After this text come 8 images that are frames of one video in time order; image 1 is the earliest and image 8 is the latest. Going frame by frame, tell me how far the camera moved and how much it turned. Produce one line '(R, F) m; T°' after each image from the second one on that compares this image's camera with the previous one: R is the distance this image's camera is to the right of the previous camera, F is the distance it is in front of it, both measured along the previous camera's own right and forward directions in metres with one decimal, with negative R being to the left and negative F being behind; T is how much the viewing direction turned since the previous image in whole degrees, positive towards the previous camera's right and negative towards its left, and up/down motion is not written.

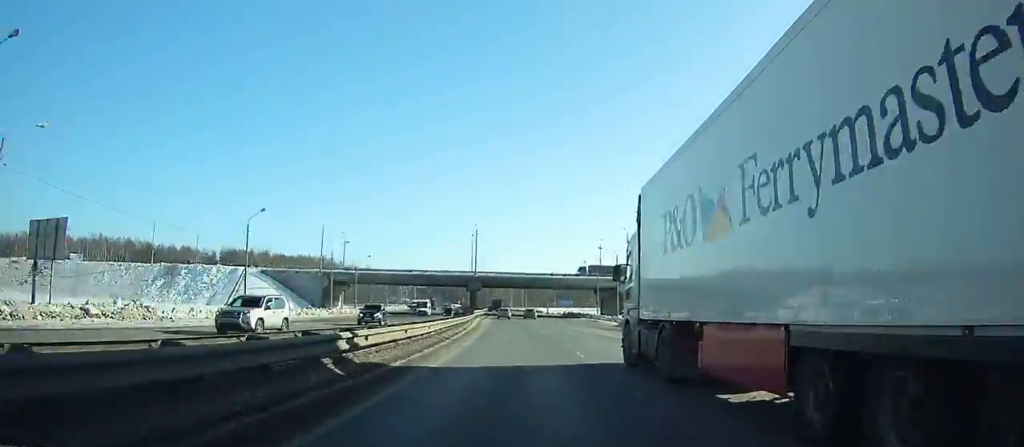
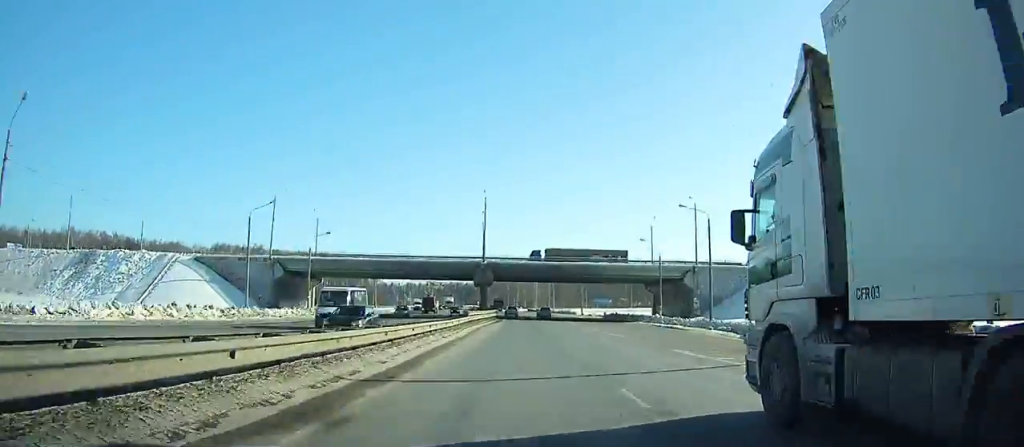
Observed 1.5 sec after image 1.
(-0.7, +33.0) m; -2°
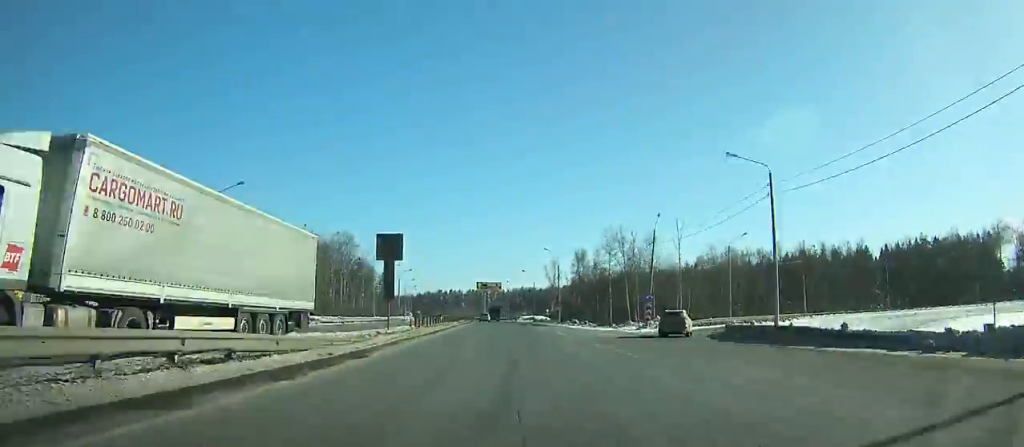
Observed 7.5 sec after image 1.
(-8.4, +132.7) m; -8°
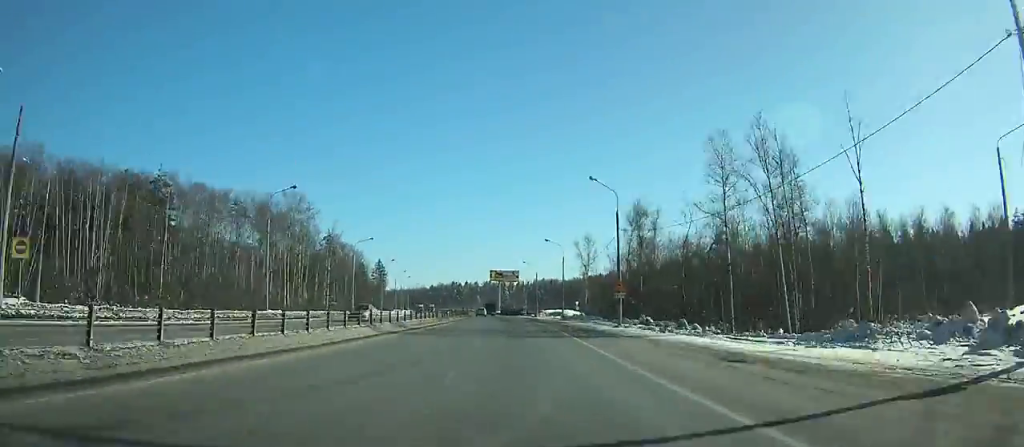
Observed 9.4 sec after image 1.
(-0.8, +41.7) m; -3°
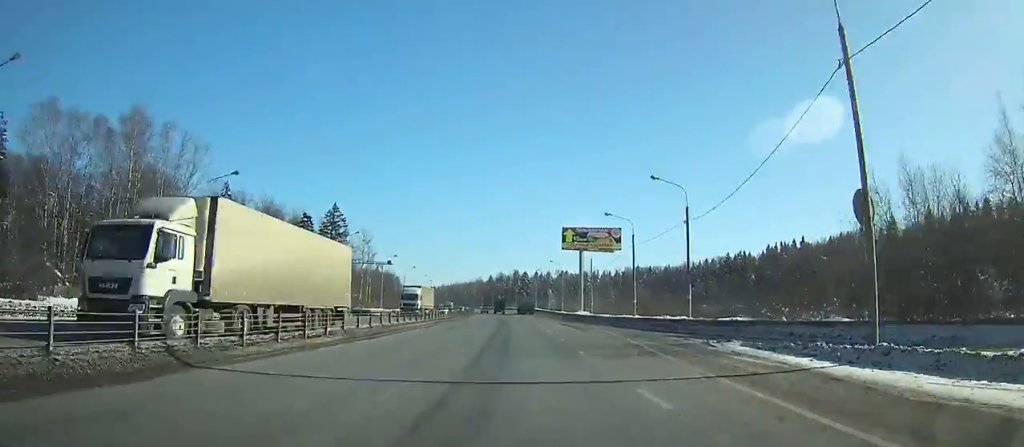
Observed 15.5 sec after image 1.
(-8.3, +126.8) m; -7°
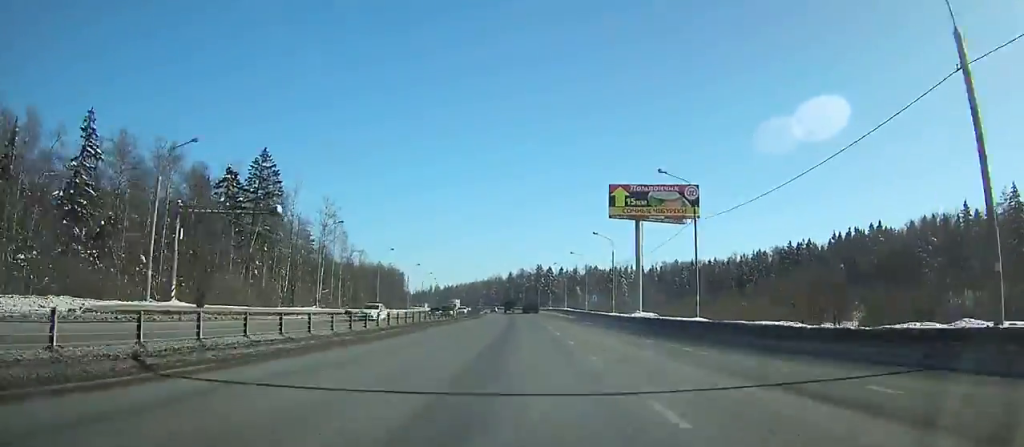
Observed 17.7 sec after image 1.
(-1.1, +43.5) m; -2°
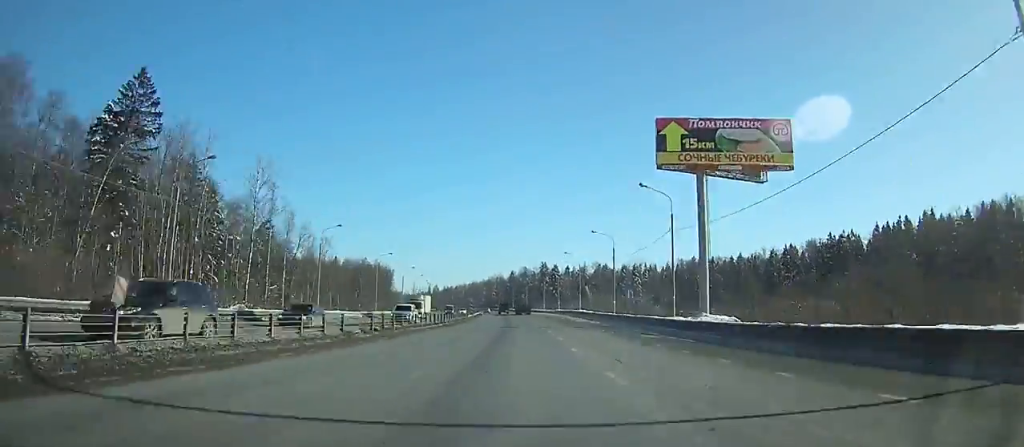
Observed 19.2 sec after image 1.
(-0.5, +29.1) m; -1°
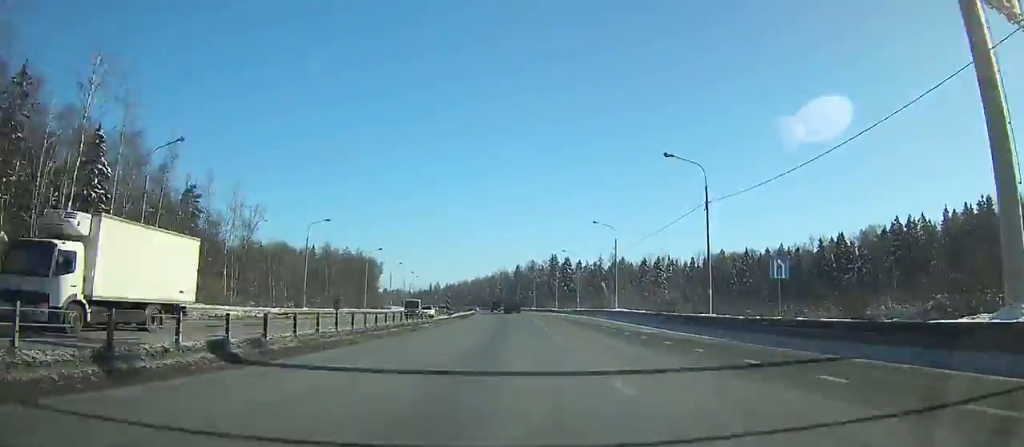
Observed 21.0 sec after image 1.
(-0.3, +34.7) m; -1°
